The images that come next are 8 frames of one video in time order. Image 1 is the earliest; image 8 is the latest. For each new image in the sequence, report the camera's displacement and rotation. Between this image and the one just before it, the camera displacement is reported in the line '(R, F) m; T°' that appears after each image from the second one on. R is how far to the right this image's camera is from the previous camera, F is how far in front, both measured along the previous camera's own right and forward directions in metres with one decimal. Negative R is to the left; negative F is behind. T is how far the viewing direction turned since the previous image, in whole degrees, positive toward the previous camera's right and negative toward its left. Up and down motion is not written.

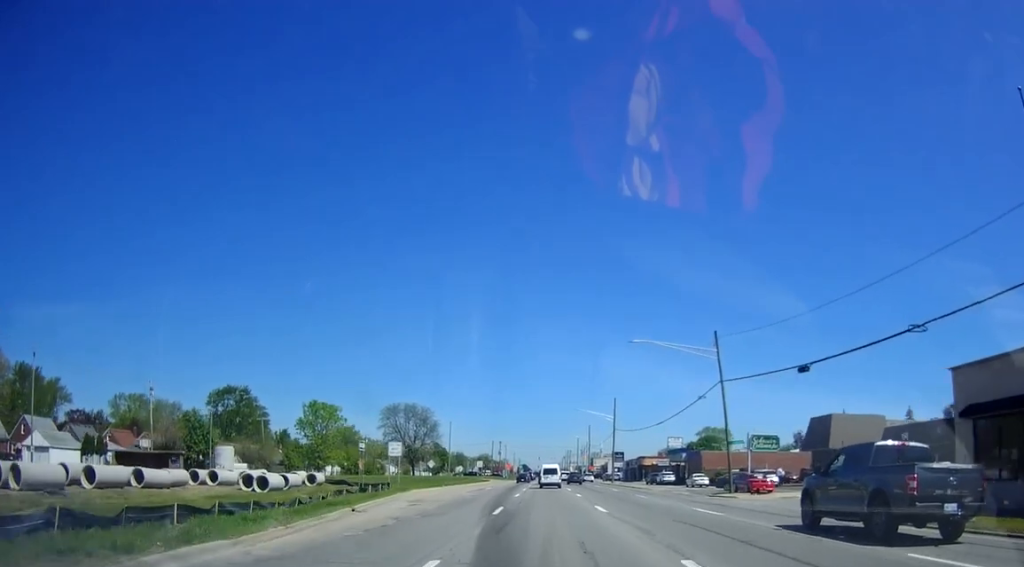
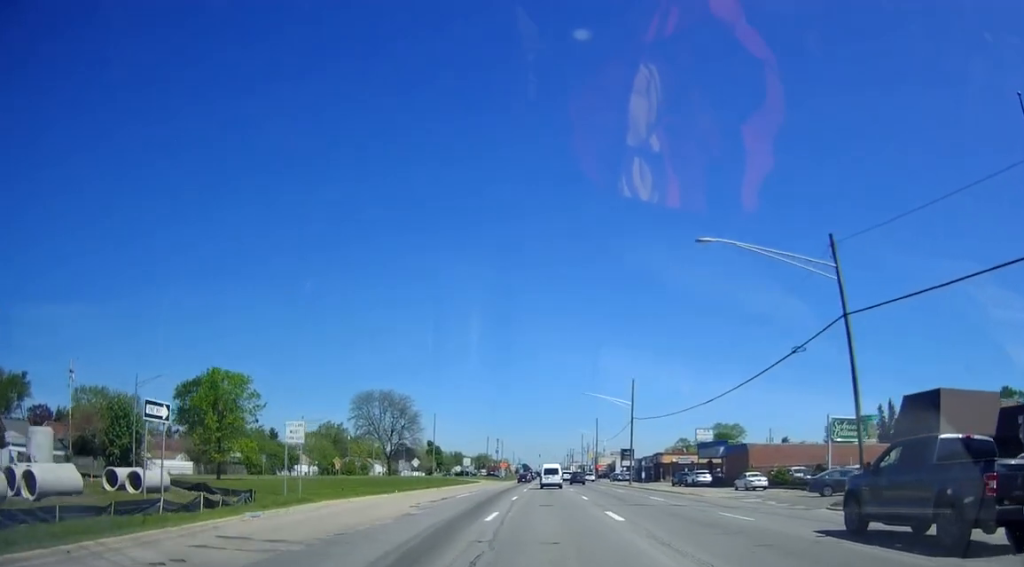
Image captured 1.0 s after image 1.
(0.0, +18.6) m; -1°
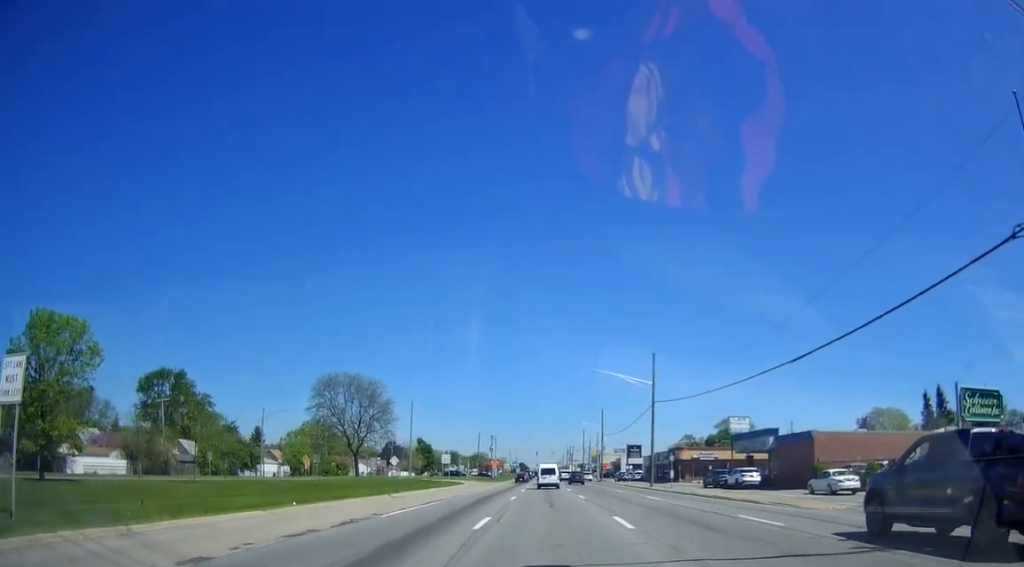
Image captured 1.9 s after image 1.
(-0.4, +16.4) m; 0°
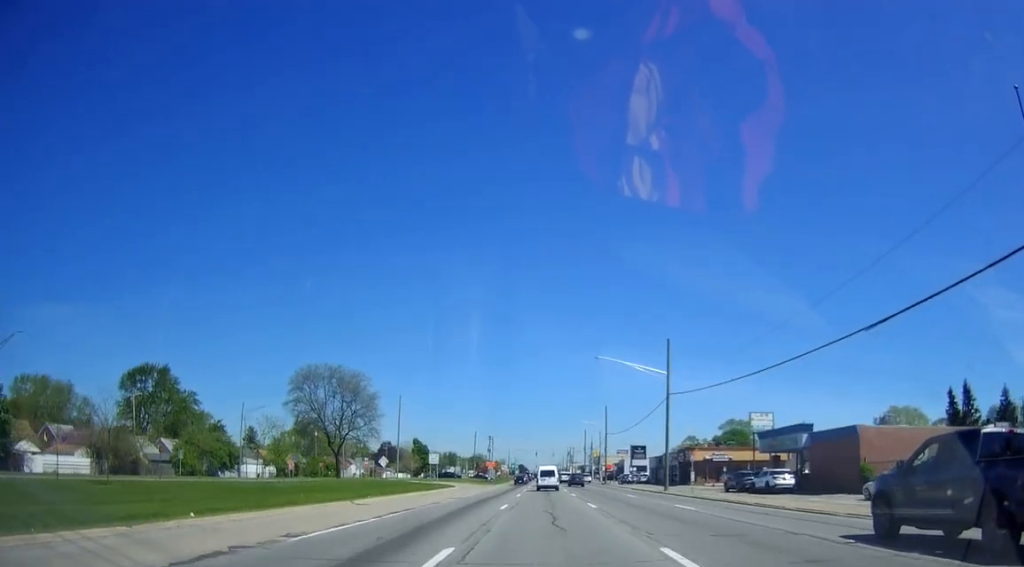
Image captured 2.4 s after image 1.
(+0.1, +7.5) m; 0°
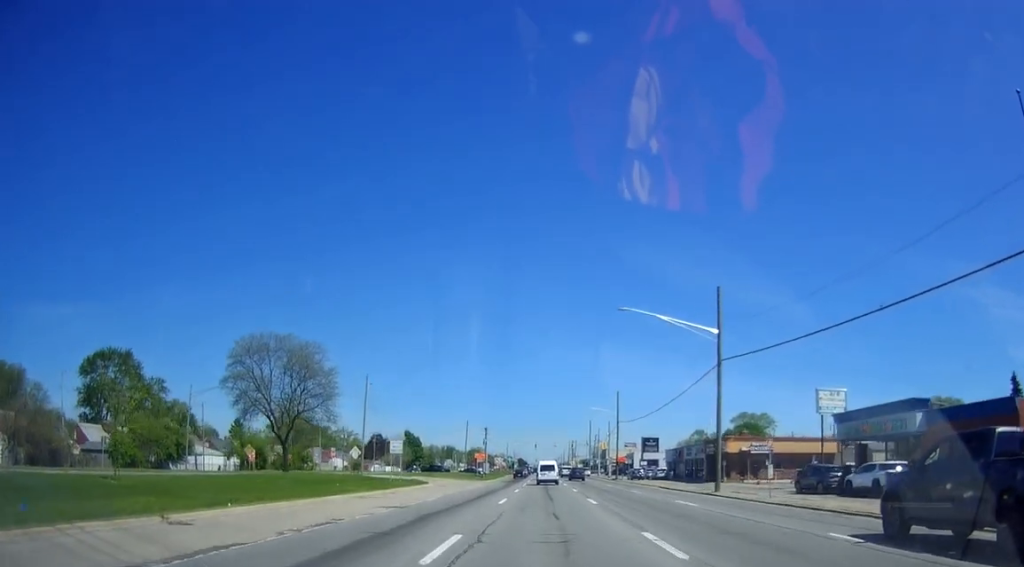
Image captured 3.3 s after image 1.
(+0.1, +16.0) m; -1°
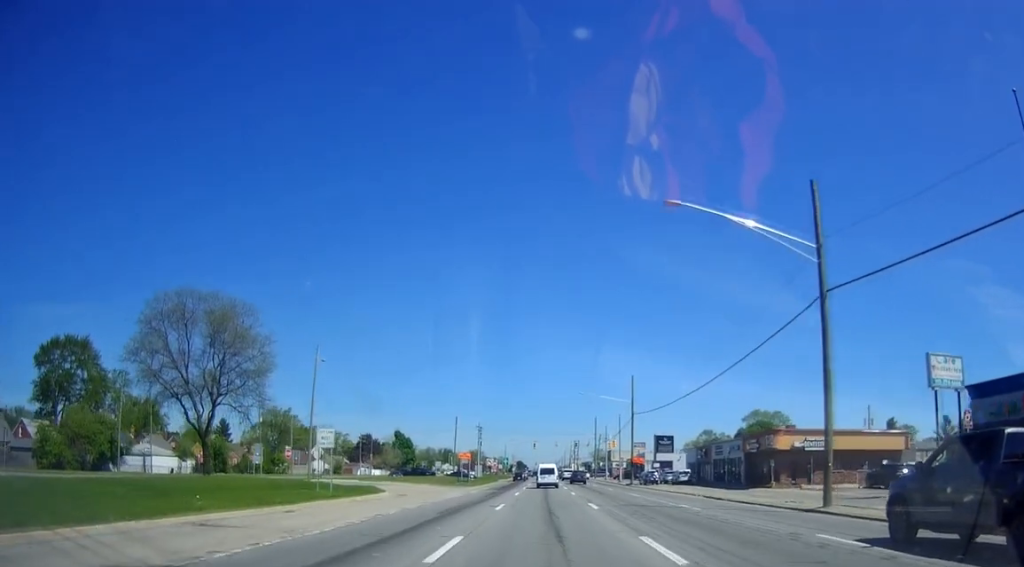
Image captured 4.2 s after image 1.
(-0.5, +15.2) m; 0°
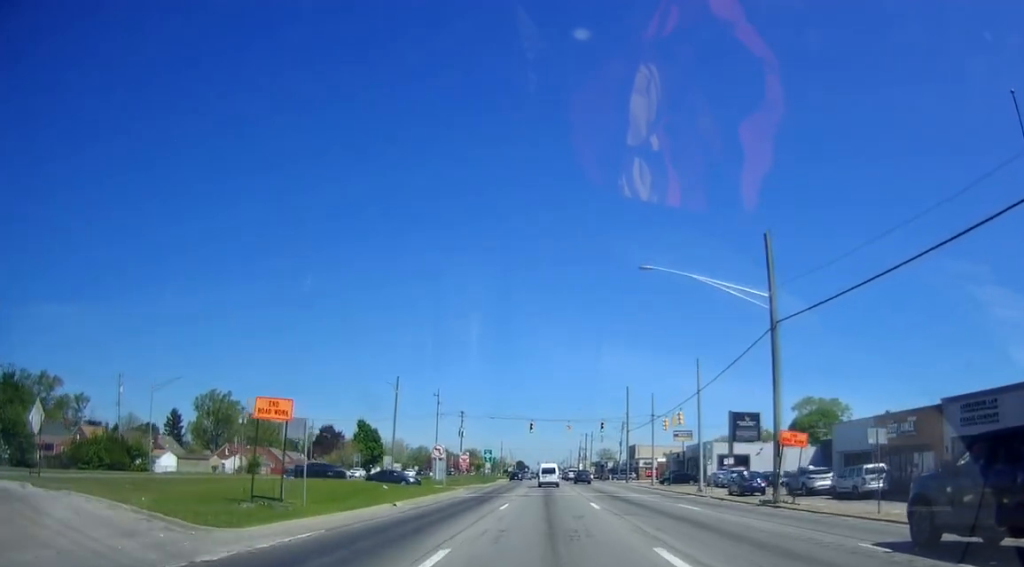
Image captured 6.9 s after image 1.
(+1.2, +45.7) m; -1°
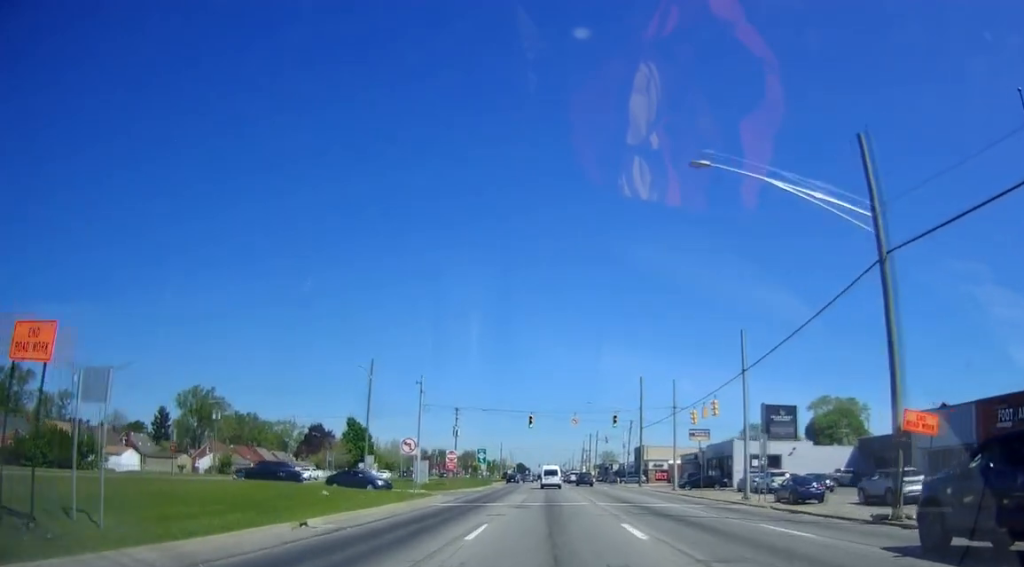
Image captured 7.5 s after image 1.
(-0.2, +10.3) m; 0°
